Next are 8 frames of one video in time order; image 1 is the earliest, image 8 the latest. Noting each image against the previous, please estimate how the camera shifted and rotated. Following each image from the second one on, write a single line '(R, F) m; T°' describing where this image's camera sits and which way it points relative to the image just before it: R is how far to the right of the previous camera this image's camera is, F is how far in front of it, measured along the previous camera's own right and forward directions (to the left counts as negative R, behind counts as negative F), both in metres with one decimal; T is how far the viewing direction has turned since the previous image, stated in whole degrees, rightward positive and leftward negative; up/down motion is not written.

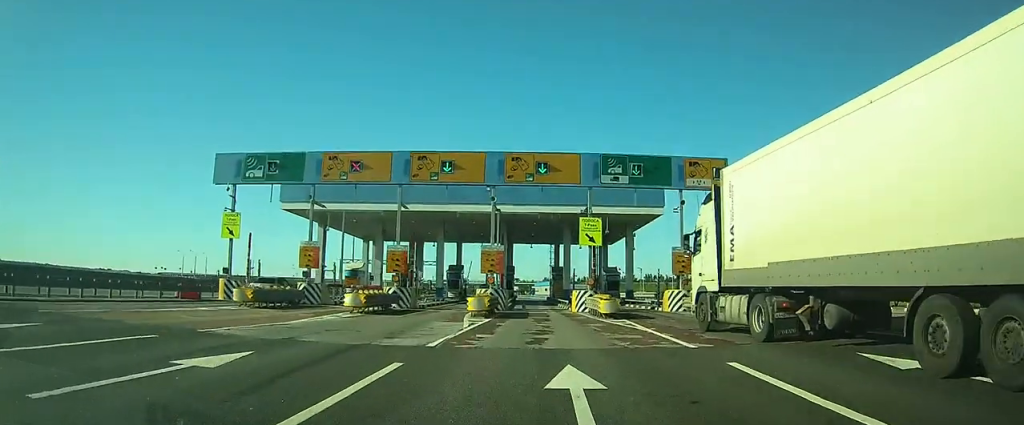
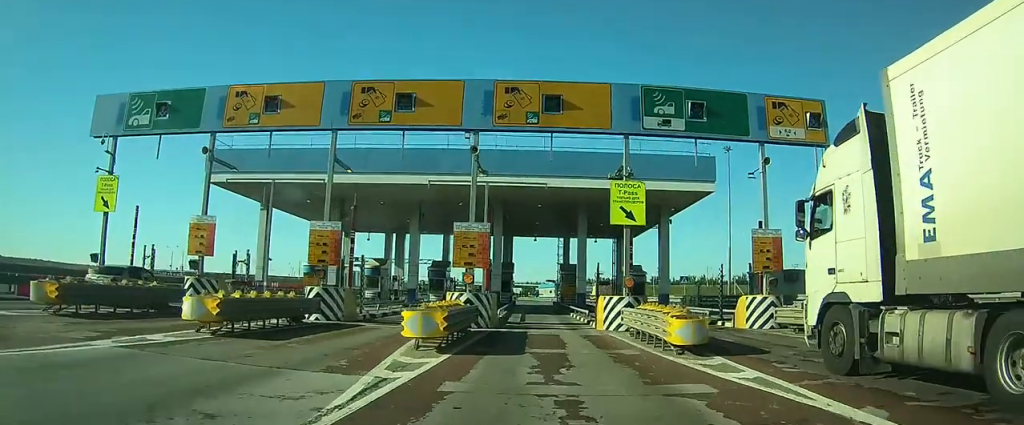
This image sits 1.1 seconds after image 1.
(0.0, +12.4) m; 0°
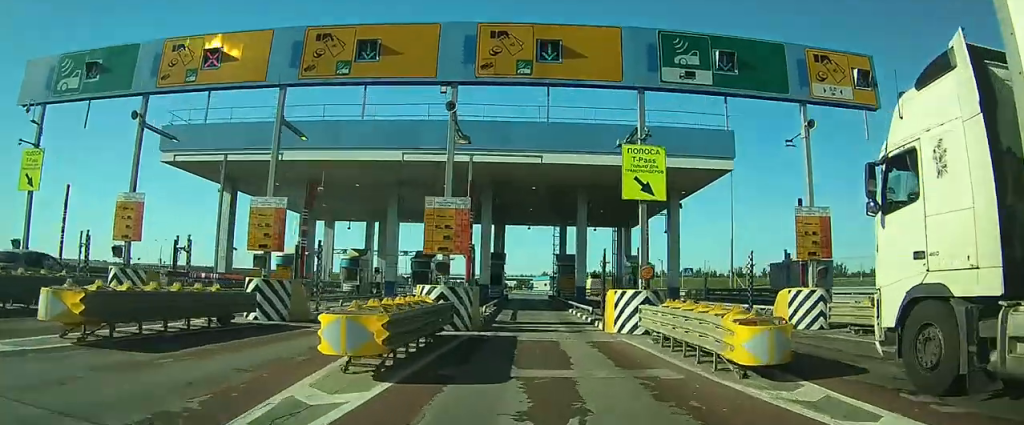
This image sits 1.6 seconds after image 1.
(0.0, +4.6) m; 0°
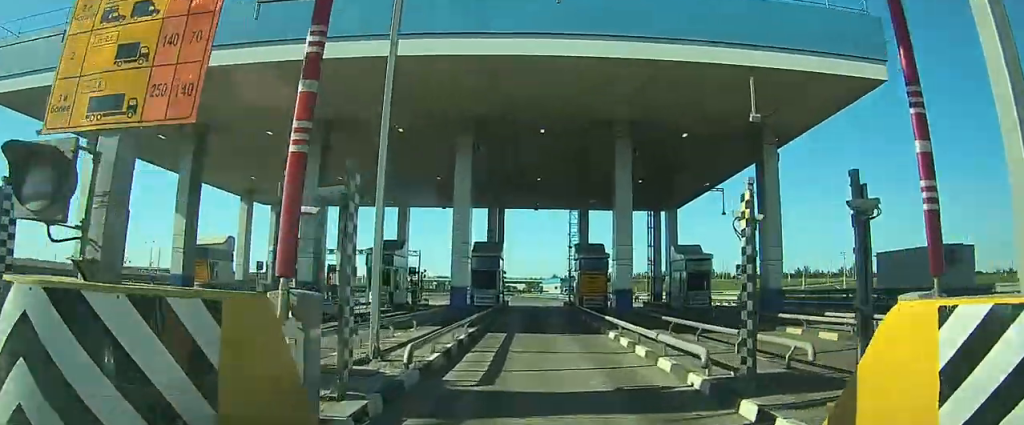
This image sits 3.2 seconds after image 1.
(0.0, +14.5) m; +1°
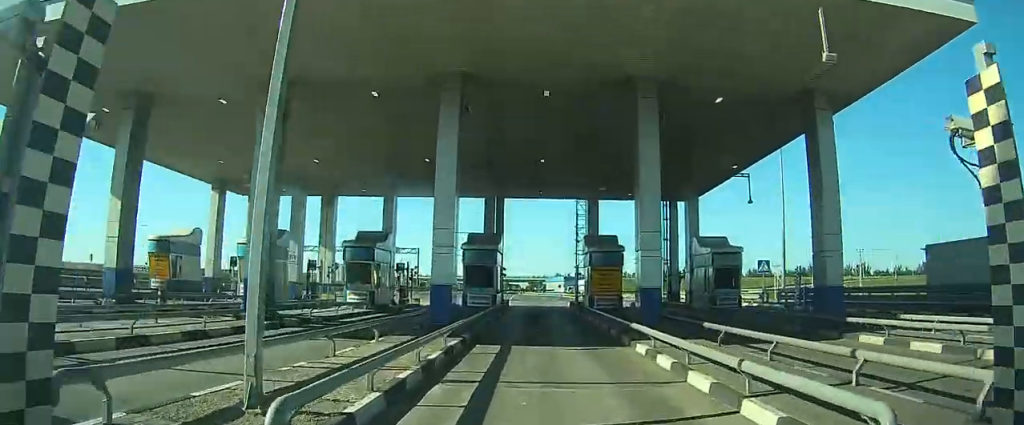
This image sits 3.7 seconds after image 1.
(0.0, +4.2) m; 0°
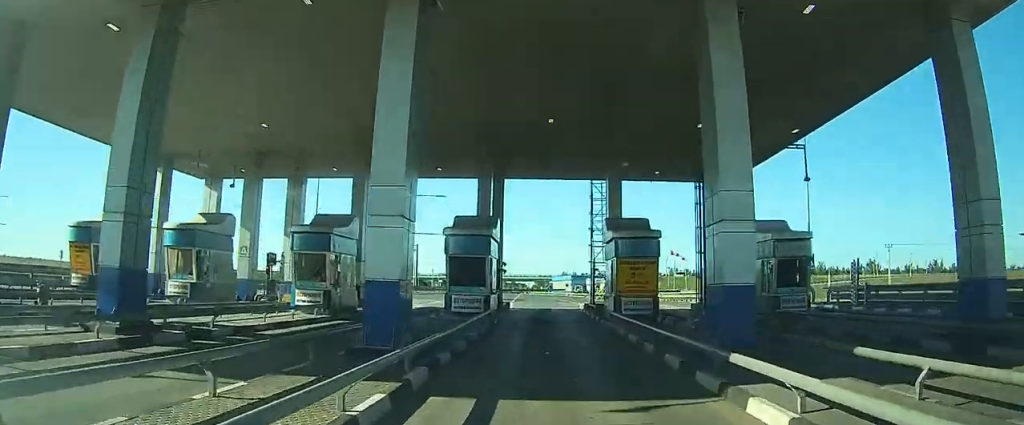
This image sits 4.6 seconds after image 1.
(0.0, +6.3) m; 0°
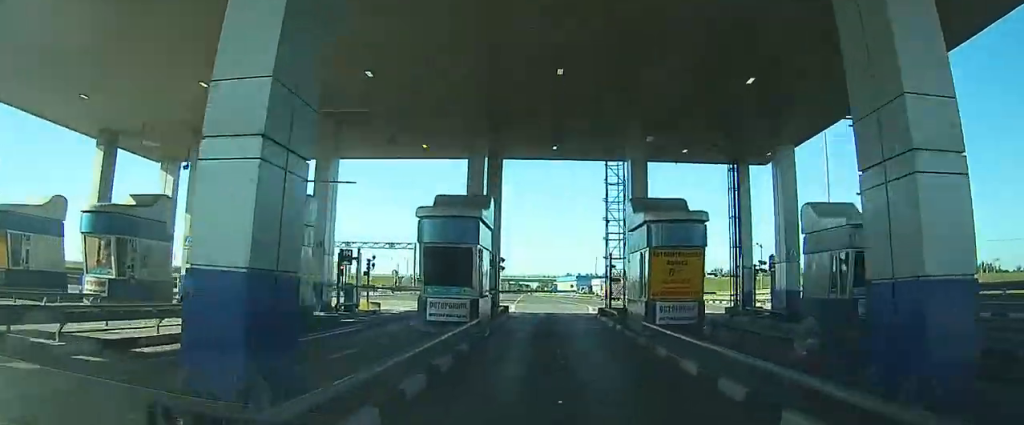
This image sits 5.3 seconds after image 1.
(0.0, +4.6) m; 0°
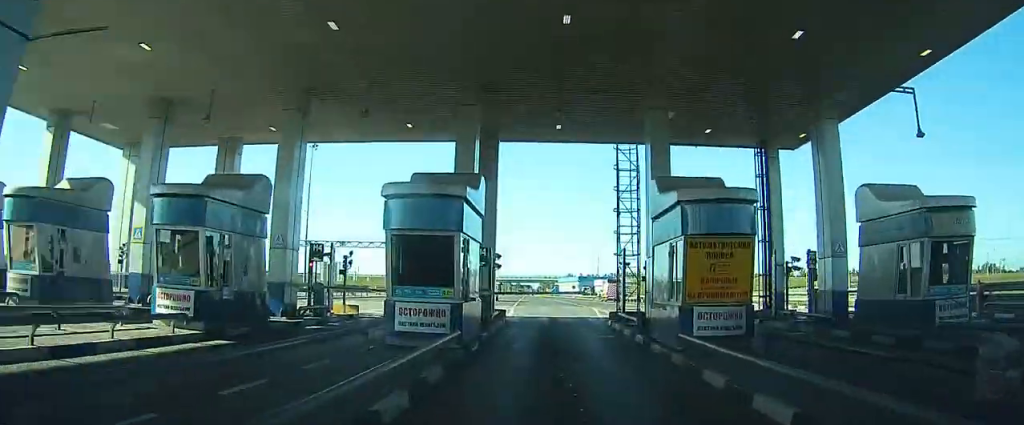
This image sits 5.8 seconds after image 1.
(0.0, +3.0) m; 0°
